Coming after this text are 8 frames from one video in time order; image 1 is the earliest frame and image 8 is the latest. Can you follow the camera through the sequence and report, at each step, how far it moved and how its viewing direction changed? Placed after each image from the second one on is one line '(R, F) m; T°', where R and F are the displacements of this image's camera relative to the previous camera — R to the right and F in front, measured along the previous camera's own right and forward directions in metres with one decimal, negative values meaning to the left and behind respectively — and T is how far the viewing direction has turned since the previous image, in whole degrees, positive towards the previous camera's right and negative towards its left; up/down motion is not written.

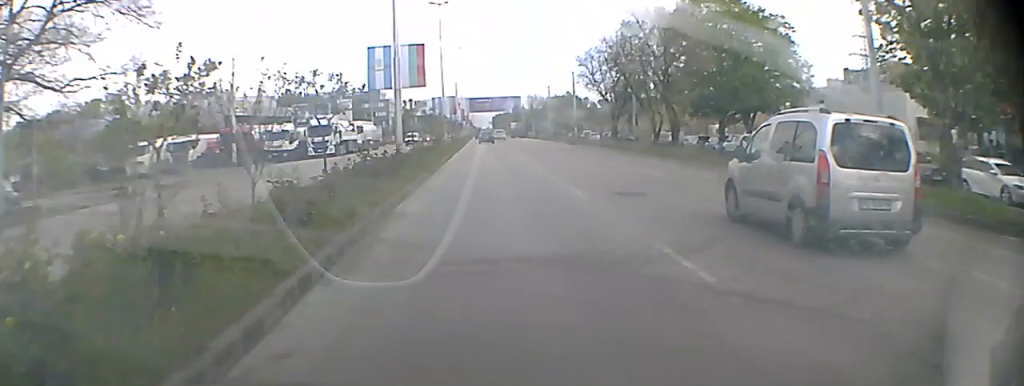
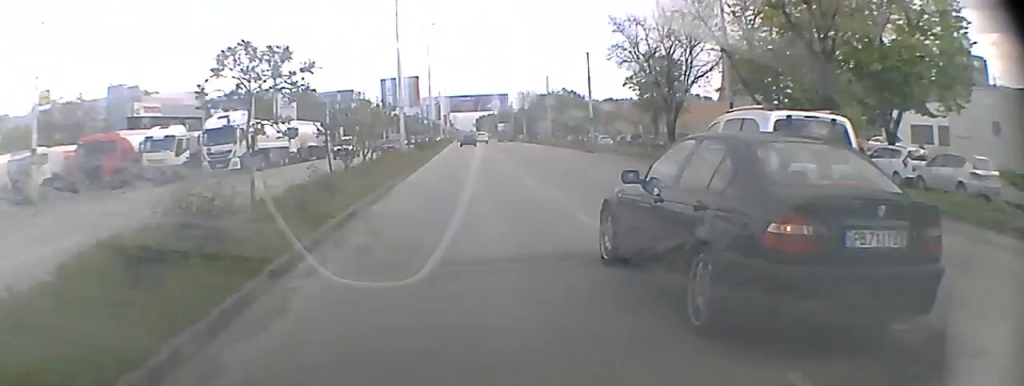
(+0.2, +22.9) m; +1°
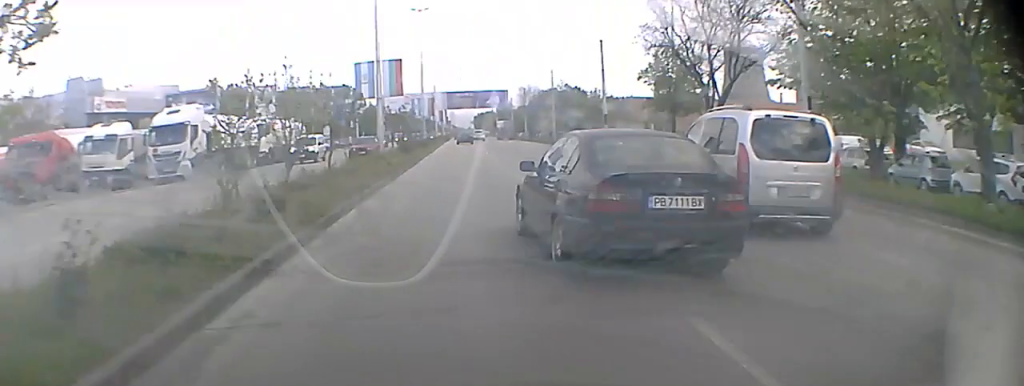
(0.0, +7.6) m; 0°
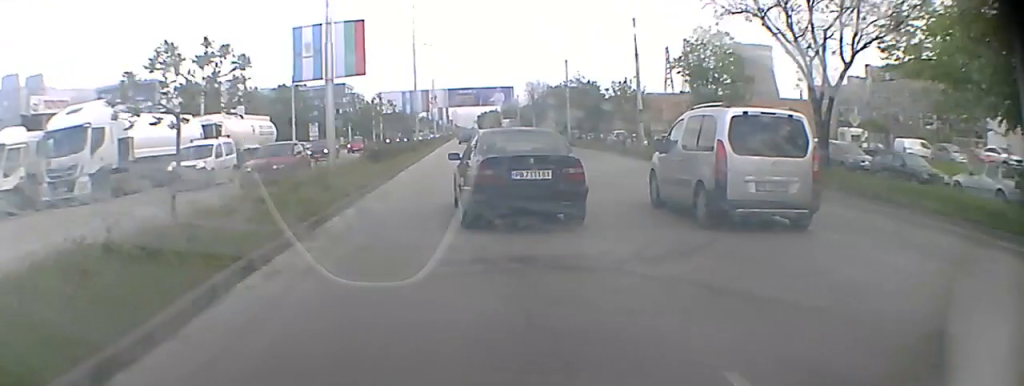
(0.0, +10.7) m; 0°
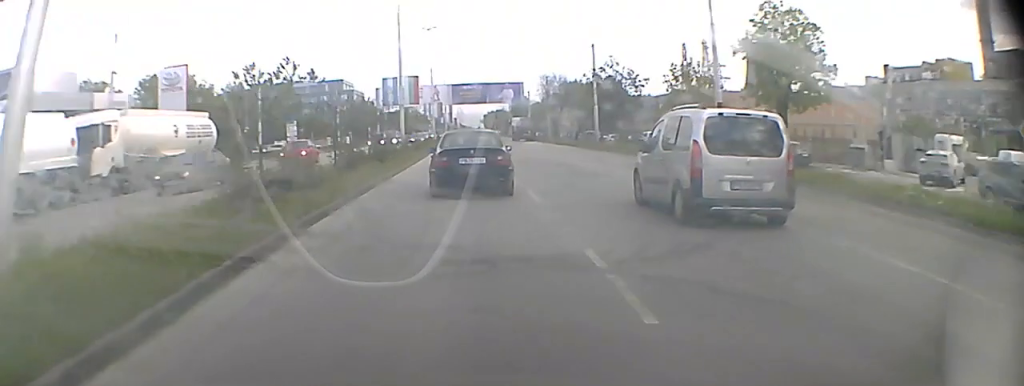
(0.0, +13.7) m; 0°
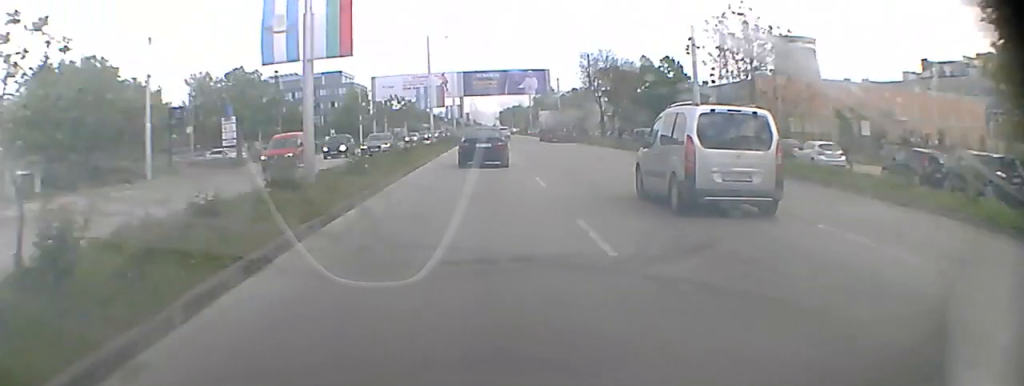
(0.0, +24.1) m; -1°
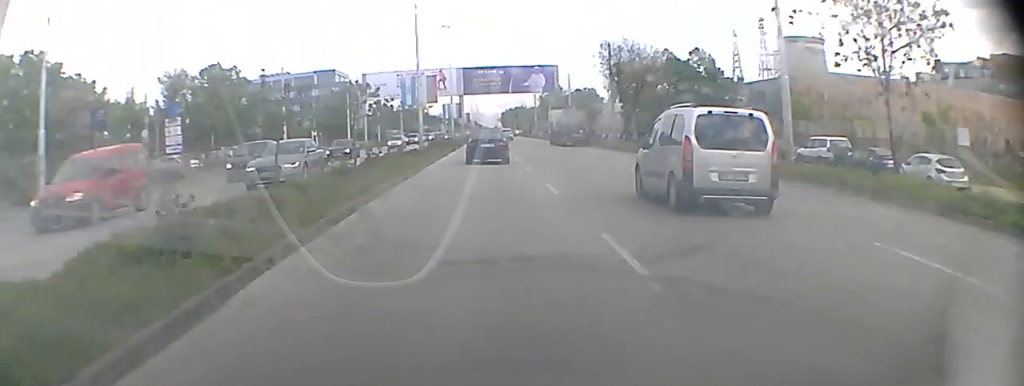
(-0.1, +10.5) m; 0°
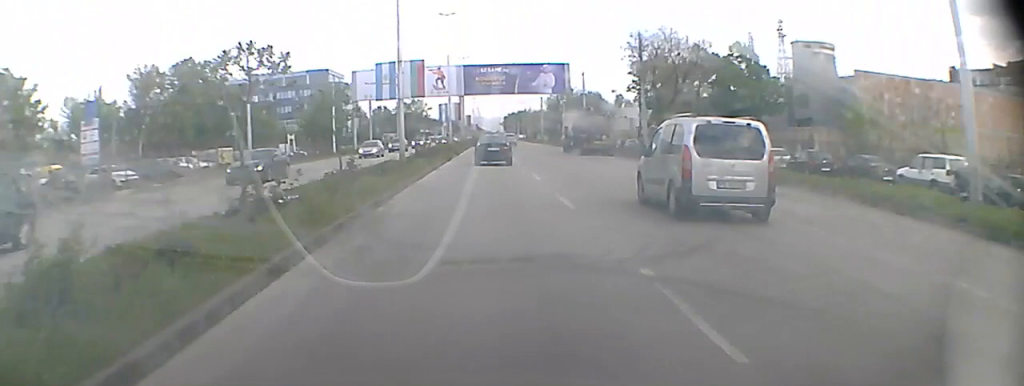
(0.0, +10.5) m; 0°
